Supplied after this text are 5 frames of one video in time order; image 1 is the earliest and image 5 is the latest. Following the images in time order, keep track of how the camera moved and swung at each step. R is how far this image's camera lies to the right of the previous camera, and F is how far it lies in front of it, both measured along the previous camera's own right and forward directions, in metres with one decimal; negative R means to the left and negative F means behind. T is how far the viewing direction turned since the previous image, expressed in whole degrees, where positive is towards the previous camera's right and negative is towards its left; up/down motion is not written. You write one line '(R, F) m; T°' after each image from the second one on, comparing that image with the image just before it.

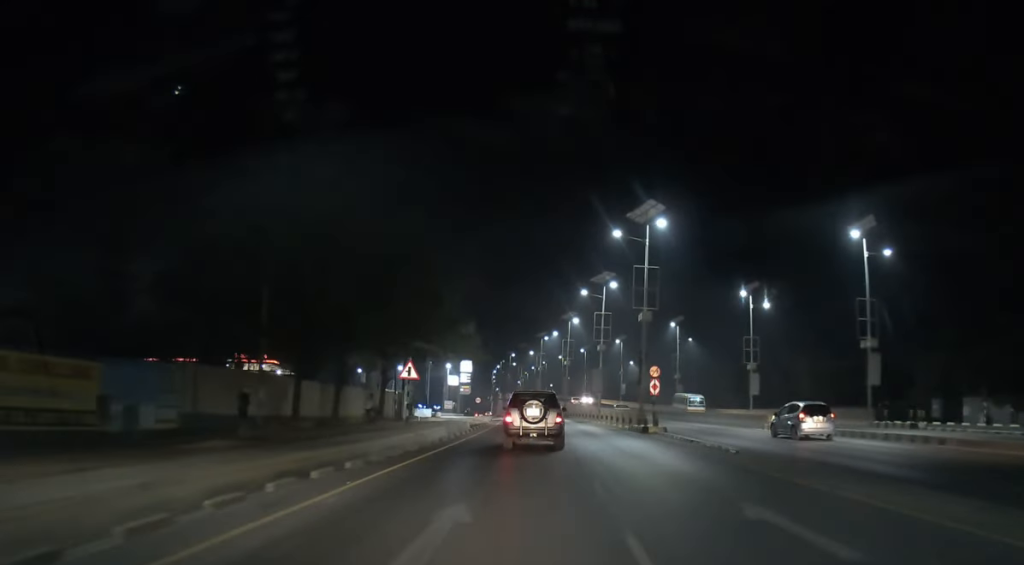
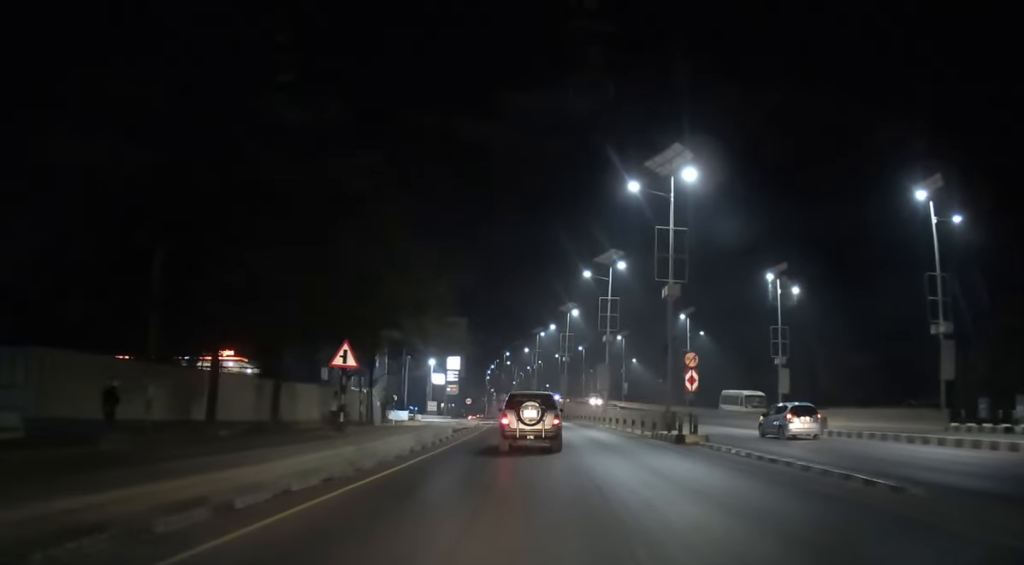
(+0.1, +9.3) m; 0°
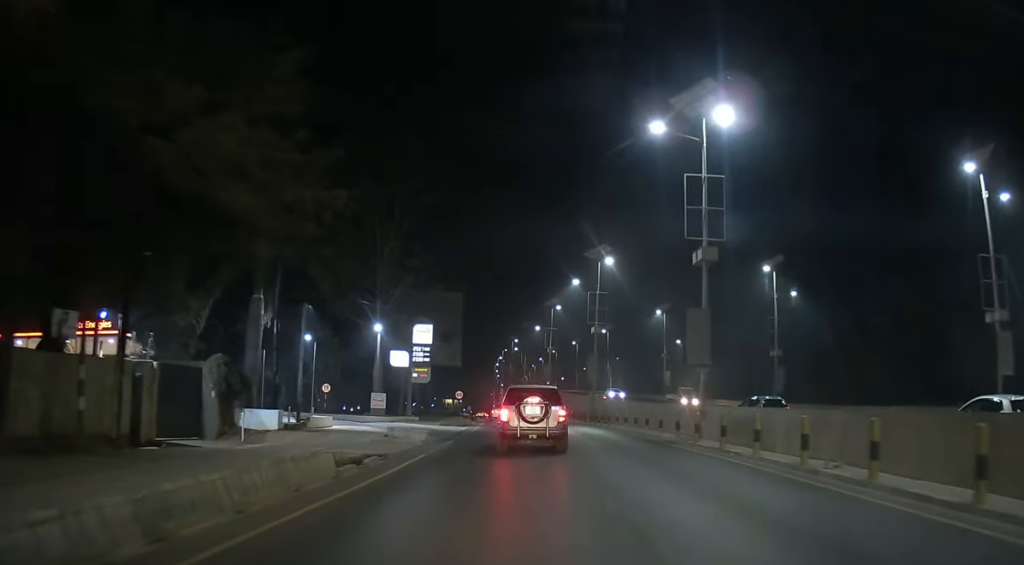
(-0.4, +28.4) m; -1°
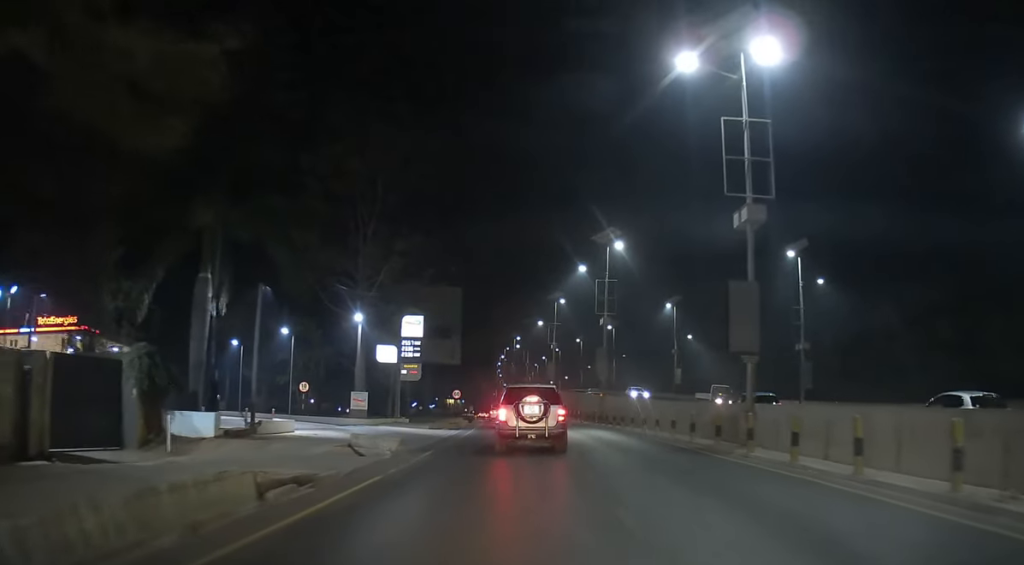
(0.0, +5.2) m; 0°
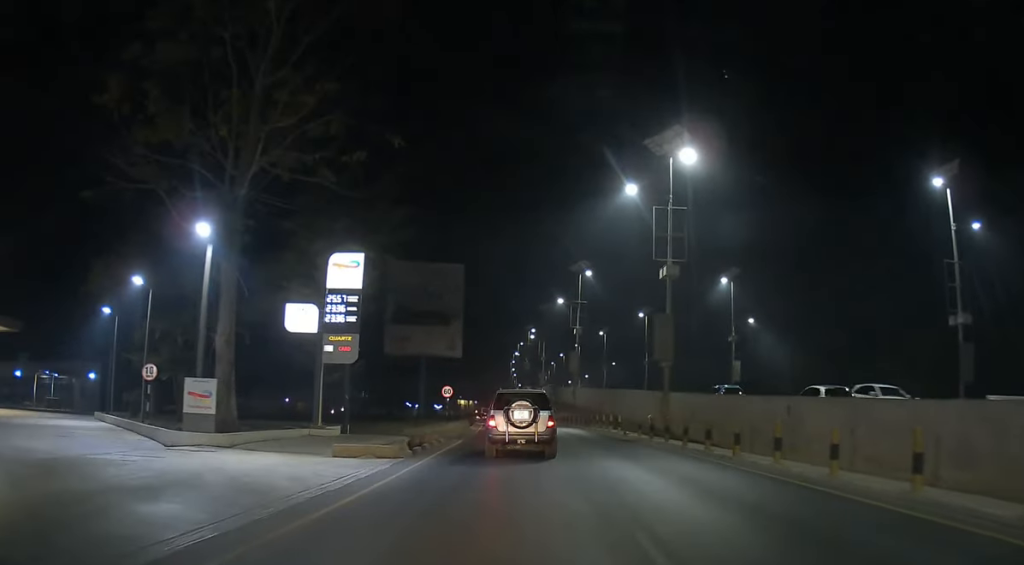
(-0.2, +19.9) m; -1°
